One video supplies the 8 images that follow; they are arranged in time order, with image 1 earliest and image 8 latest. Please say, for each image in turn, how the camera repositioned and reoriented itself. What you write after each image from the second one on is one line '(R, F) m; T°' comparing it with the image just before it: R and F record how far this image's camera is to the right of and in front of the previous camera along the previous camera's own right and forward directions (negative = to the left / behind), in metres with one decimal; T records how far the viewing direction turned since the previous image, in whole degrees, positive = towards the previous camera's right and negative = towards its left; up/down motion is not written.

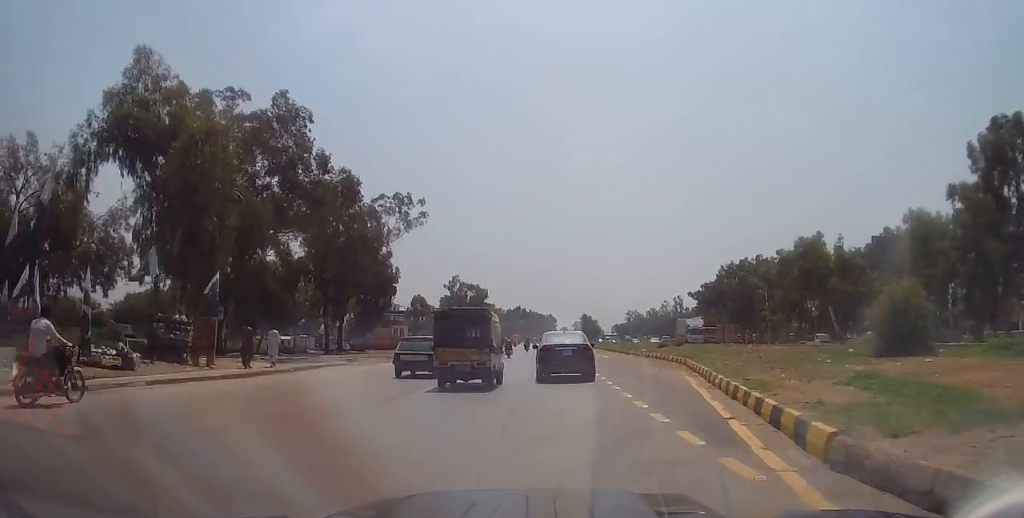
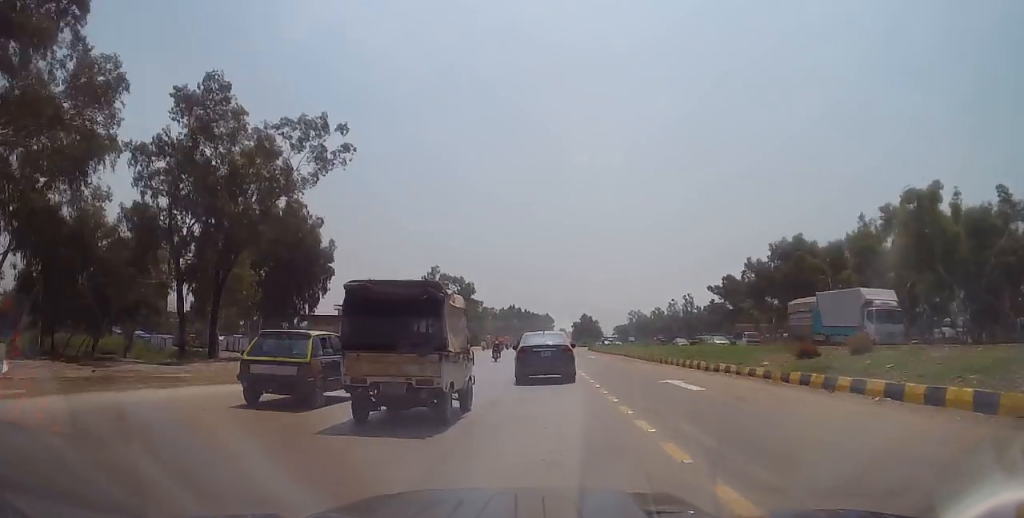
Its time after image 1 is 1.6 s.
(+0.1, +27.2) m; 0°
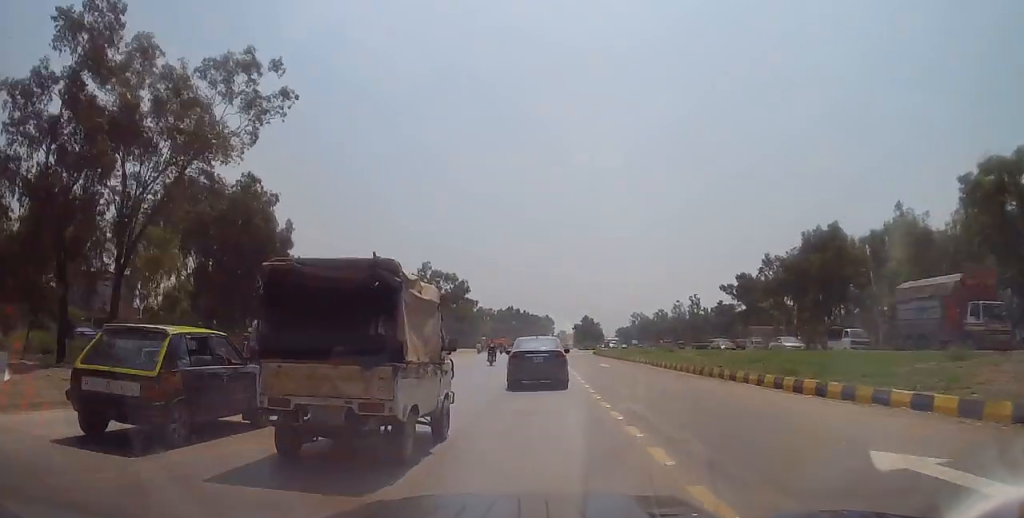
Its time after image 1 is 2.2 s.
(-0.2, +11.7) m; -1°
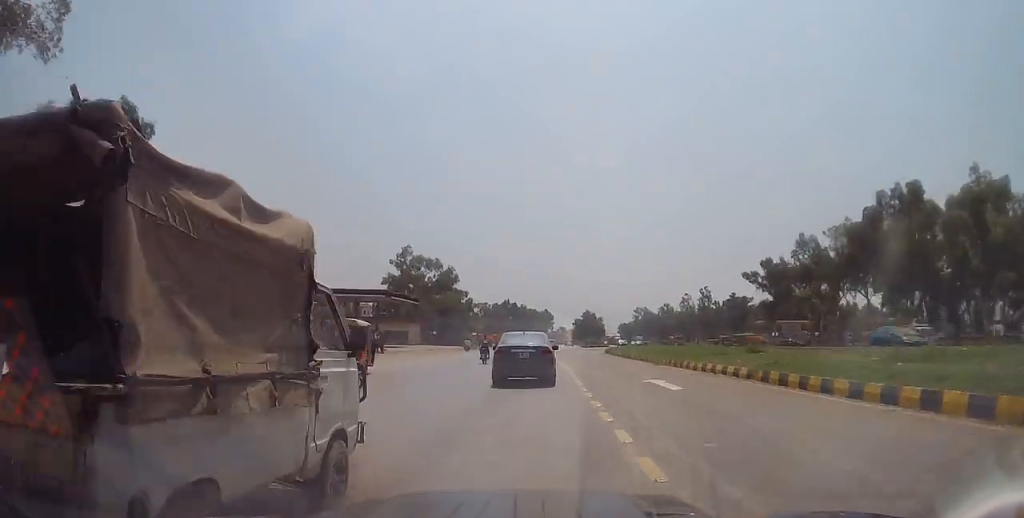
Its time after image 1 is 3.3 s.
(-0.1, +19.0) m; 0°
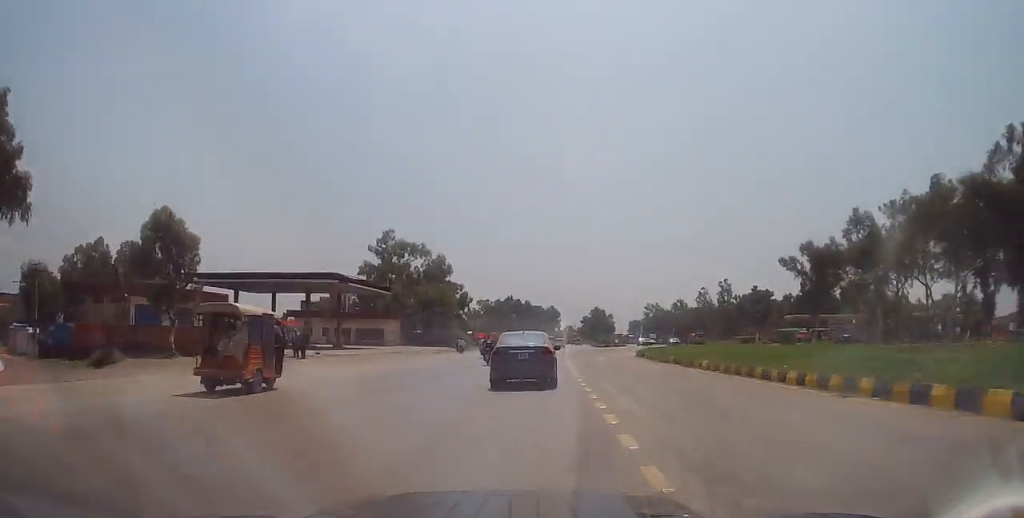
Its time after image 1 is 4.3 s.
(+0.2, +18.7) m; -1°
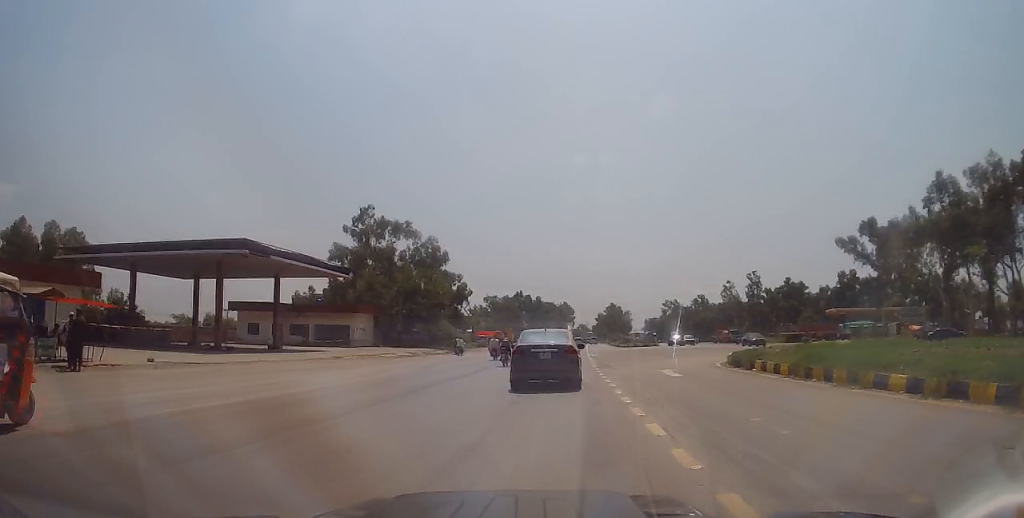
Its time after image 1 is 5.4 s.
(-0.7, +19.3) m; -1°
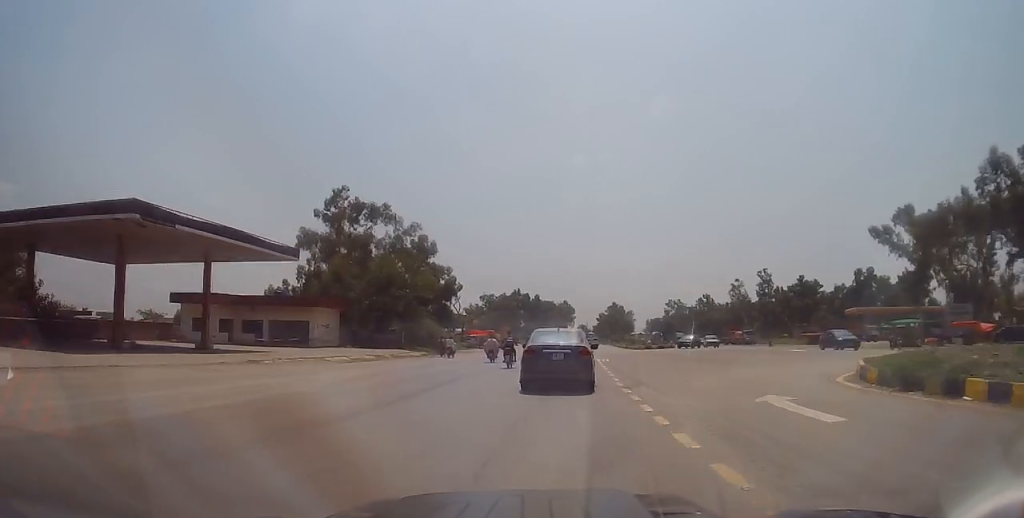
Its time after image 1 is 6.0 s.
(0.0, +11.0) m; +1°
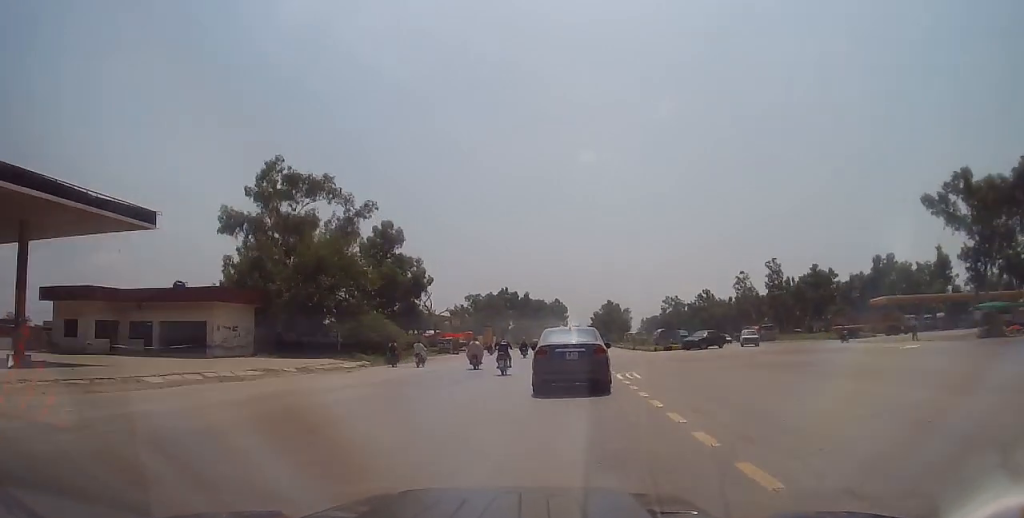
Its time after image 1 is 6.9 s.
(+0.4, +15.9) m; +2°
